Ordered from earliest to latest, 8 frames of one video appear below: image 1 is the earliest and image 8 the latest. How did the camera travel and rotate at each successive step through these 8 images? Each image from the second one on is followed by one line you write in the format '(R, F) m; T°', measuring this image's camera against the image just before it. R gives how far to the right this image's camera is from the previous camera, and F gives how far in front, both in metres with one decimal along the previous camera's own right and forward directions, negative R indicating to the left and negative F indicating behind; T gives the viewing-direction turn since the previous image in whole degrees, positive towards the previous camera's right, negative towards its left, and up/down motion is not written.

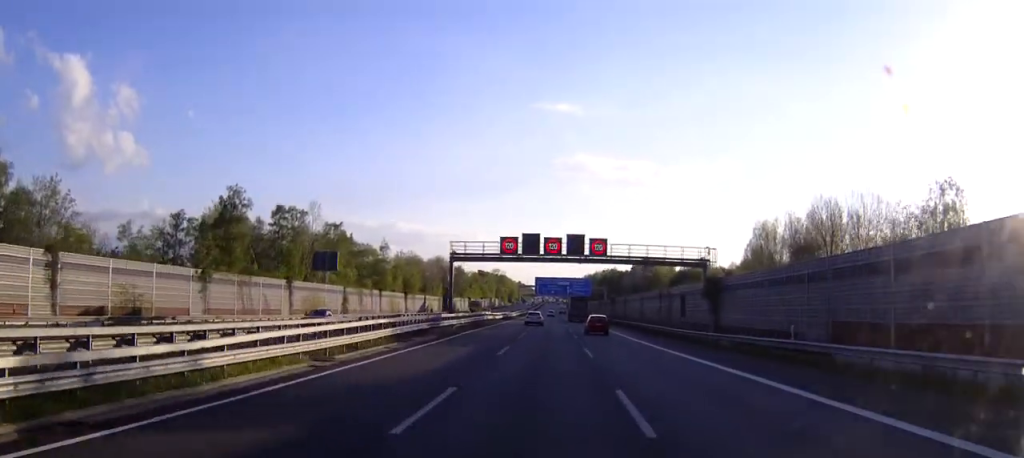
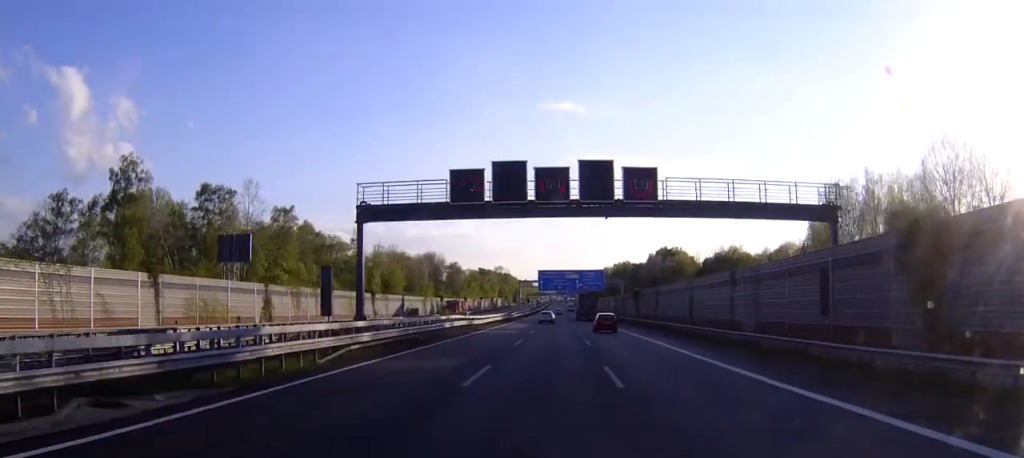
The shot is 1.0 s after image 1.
(-0.1, +29.5) m; 0°
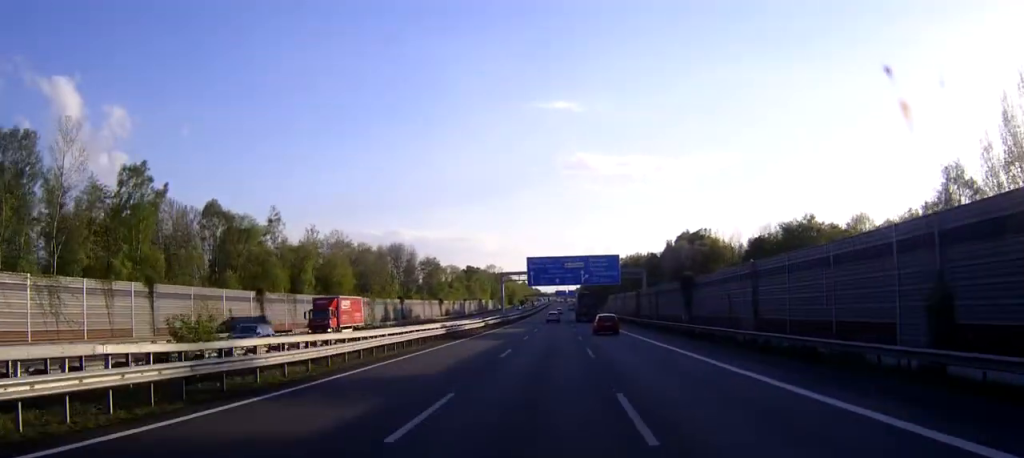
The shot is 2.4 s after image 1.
(-0.1, +42.3) m; 0°
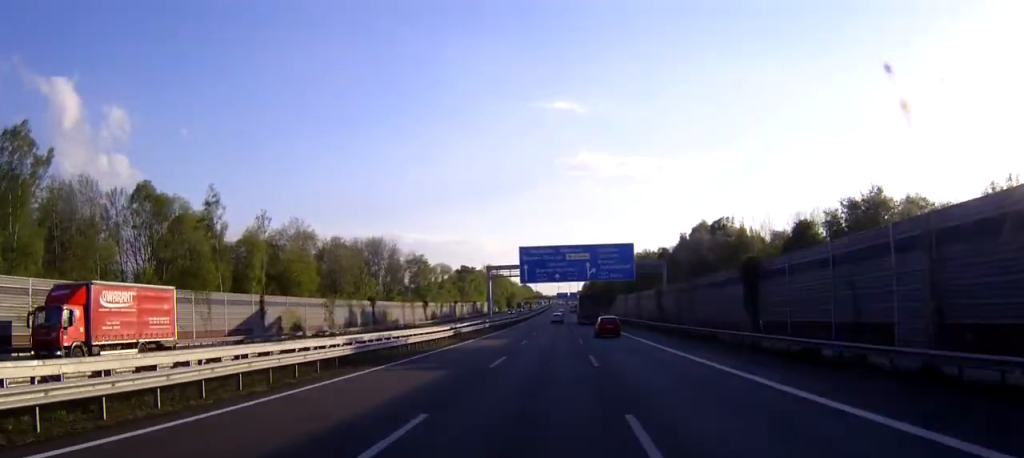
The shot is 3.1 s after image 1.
(0.0, +20.7) m; 0°
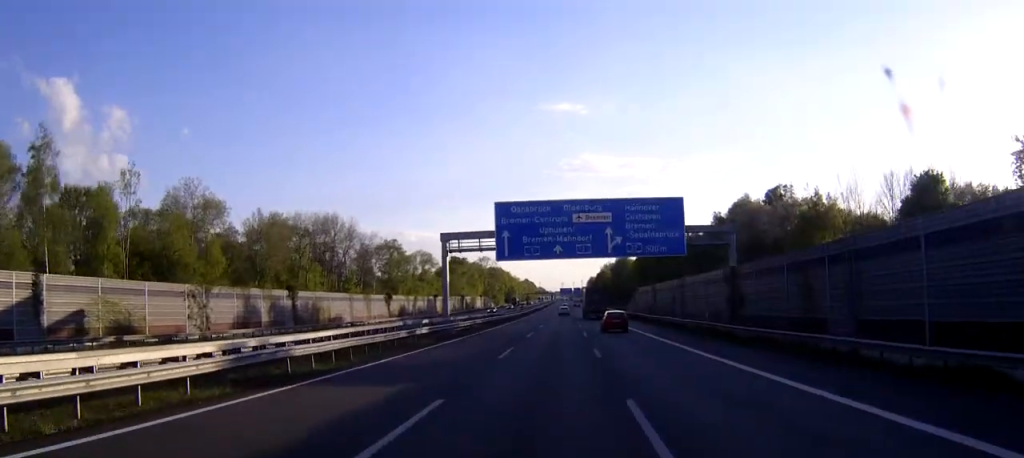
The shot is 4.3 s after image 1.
(-0.1, +34.8) m; 0°
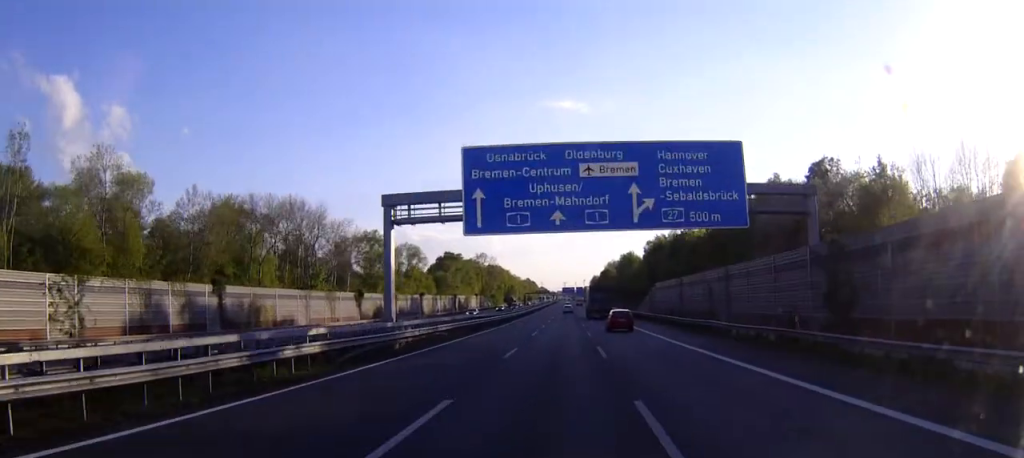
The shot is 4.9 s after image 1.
(0.0, +18.0) m; 0°
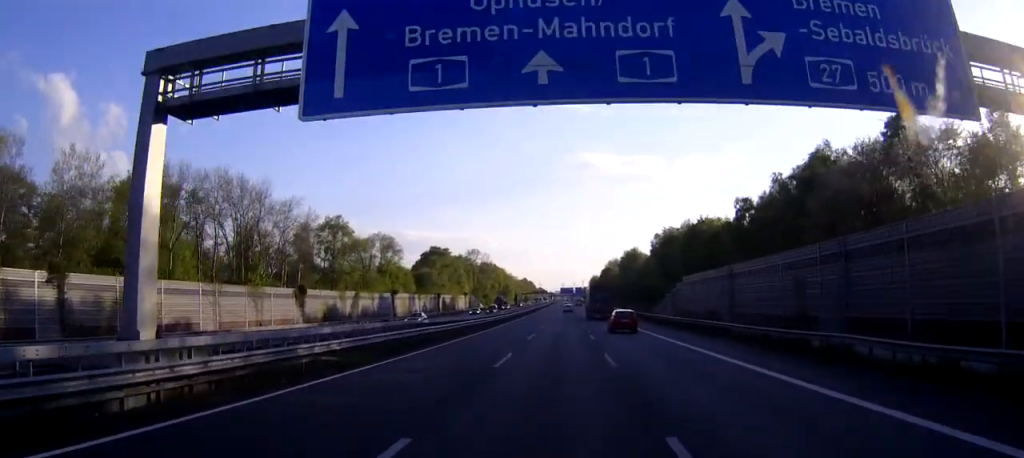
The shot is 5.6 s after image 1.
(+0.1, +22.1) m; 0°
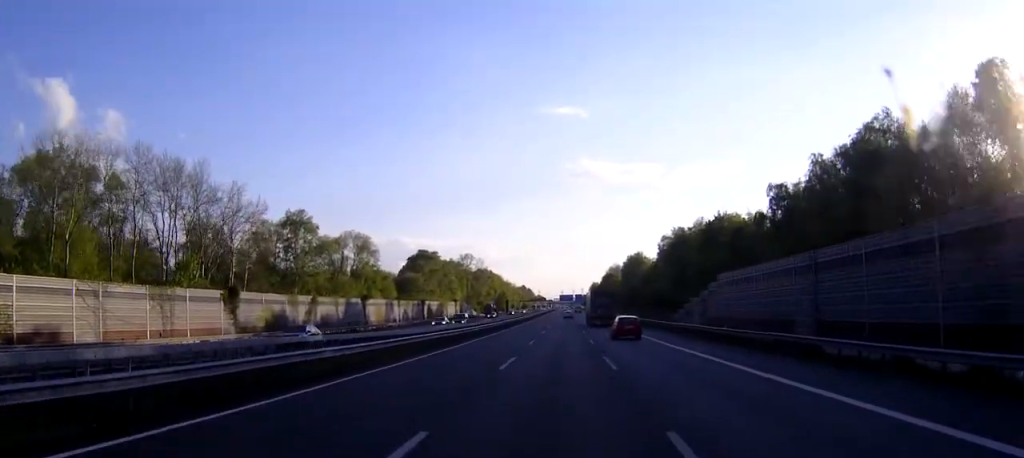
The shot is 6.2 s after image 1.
(-0.1, +17.2) m; 0°
